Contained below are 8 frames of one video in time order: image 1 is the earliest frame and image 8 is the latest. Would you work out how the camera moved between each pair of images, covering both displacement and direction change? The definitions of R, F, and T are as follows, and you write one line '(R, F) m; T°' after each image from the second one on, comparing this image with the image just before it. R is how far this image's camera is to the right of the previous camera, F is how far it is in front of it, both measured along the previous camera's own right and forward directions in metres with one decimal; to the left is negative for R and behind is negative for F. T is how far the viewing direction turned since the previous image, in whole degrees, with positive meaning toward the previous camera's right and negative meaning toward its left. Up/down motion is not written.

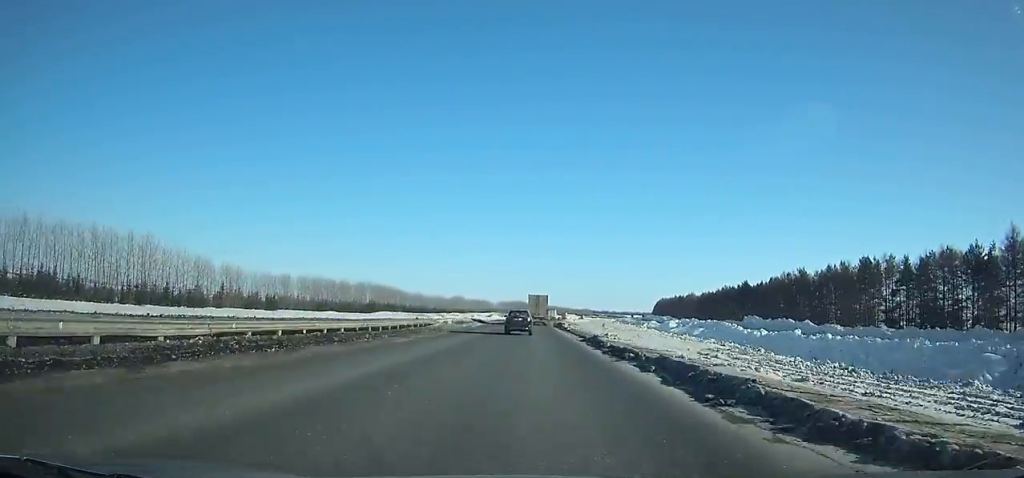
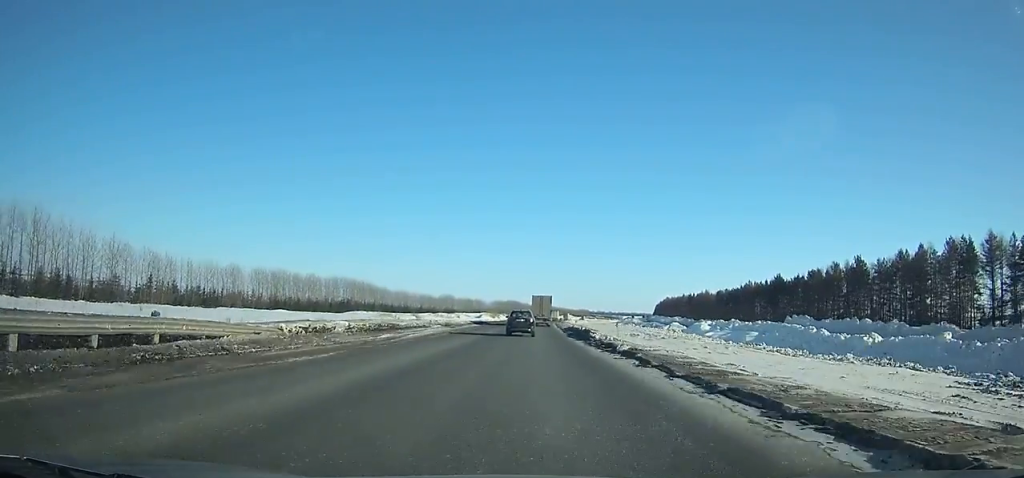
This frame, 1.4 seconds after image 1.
(+0.4, +30.6) m; +1°
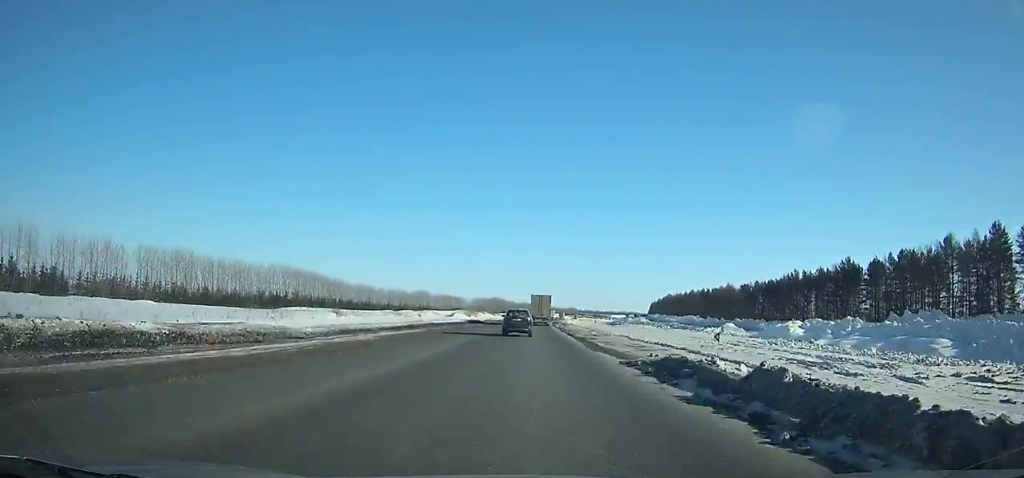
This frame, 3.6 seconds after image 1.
(+0.4, +47.5) m; +1°
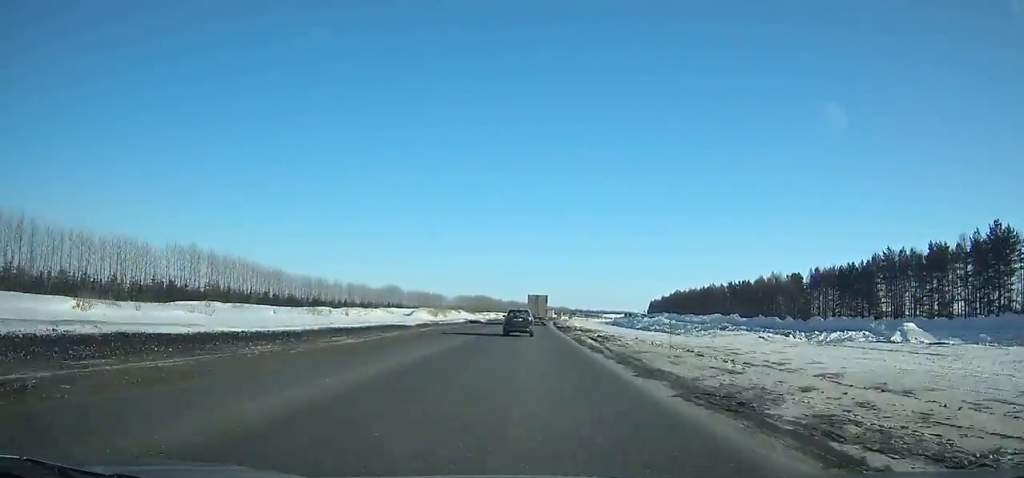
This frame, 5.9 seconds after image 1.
(+0.3, +48.6) m; +1°
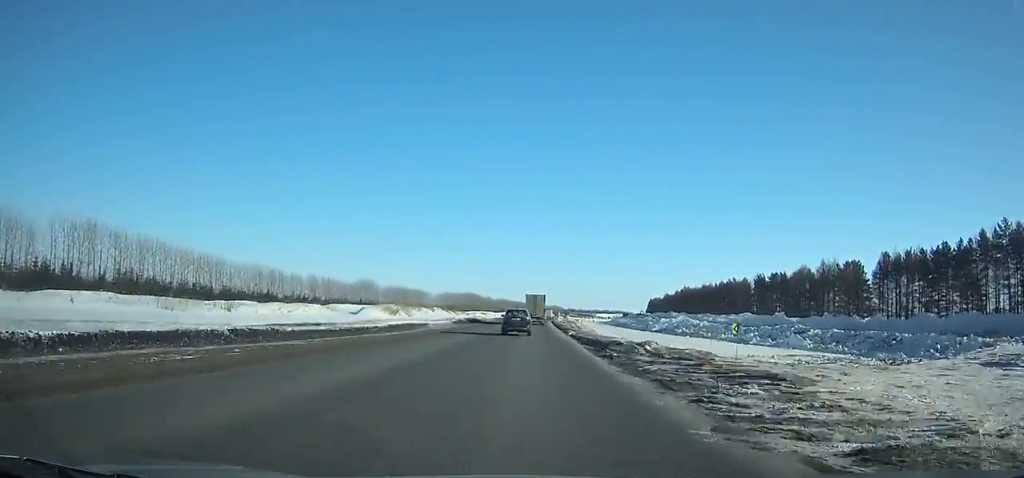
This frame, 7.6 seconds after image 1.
(+0.4, +35.4) m; +1°
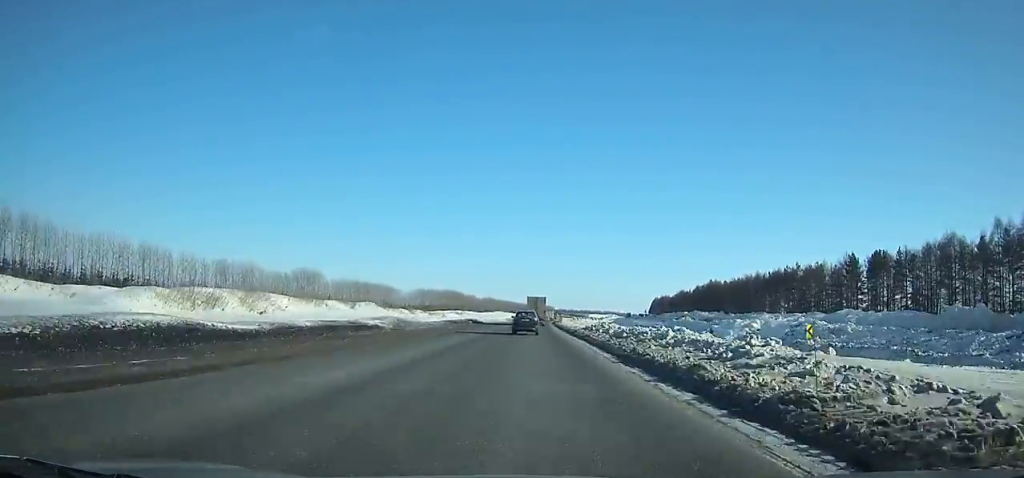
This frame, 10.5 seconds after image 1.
(+0.6, +61.9) m; +1°
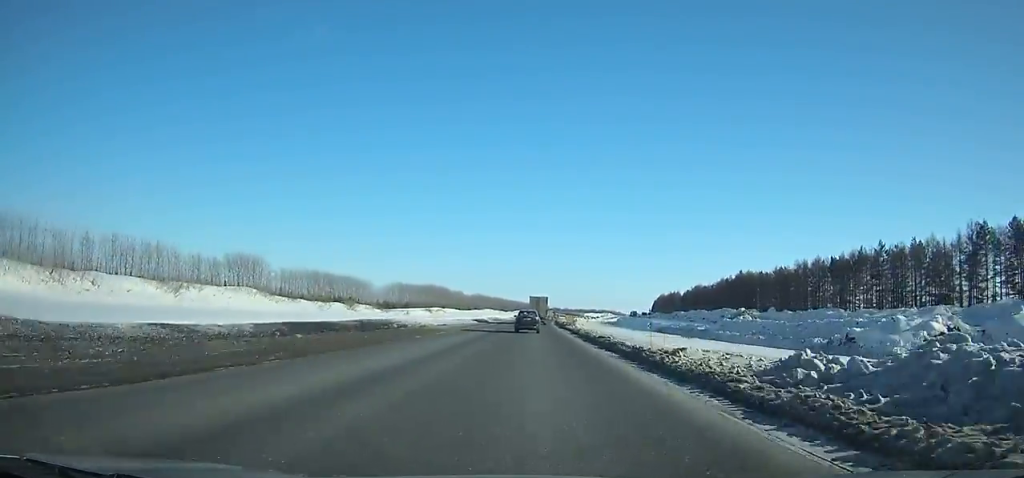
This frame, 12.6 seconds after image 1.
(+0.2, +45.3) m; +1°
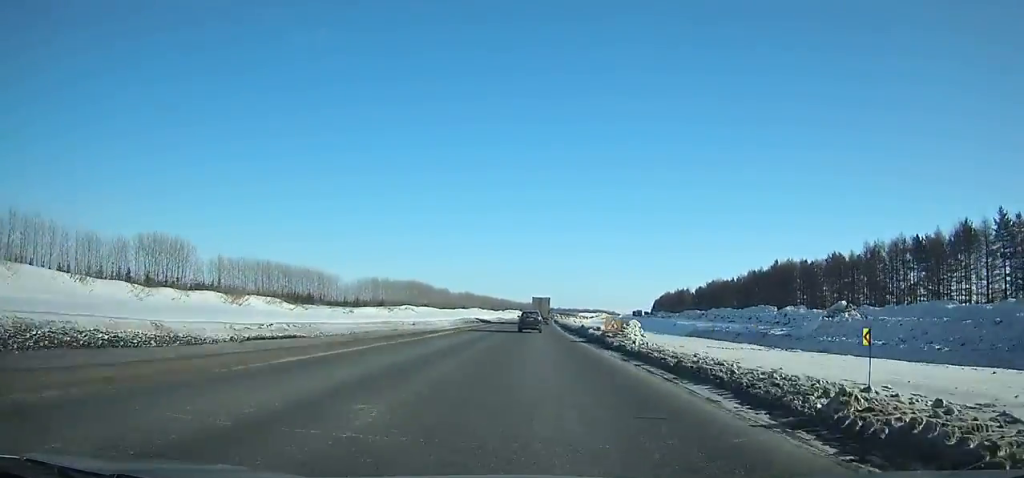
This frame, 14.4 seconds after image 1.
(+0.1, +38.6) m; +1°
